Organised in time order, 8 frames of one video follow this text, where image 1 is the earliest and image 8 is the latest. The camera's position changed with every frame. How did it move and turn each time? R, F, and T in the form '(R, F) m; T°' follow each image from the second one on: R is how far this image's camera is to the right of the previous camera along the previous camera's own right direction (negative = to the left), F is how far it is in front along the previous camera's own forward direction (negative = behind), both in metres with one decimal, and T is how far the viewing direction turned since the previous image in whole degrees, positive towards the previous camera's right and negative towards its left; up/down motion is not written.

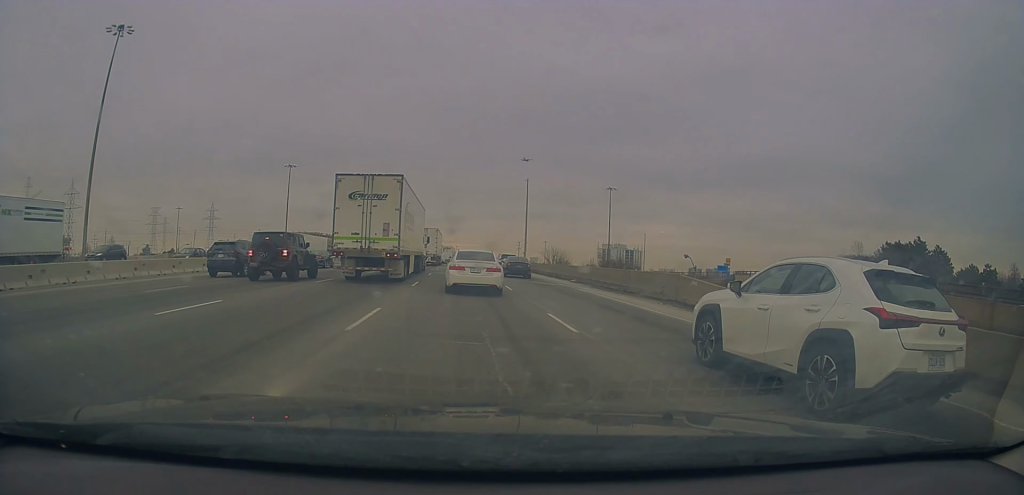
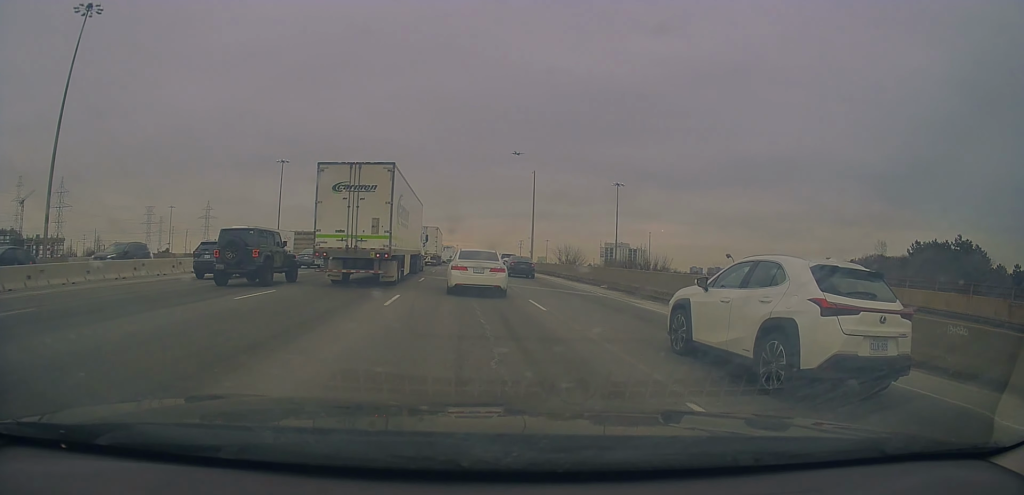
(-0.2, +6.9) m; -2°
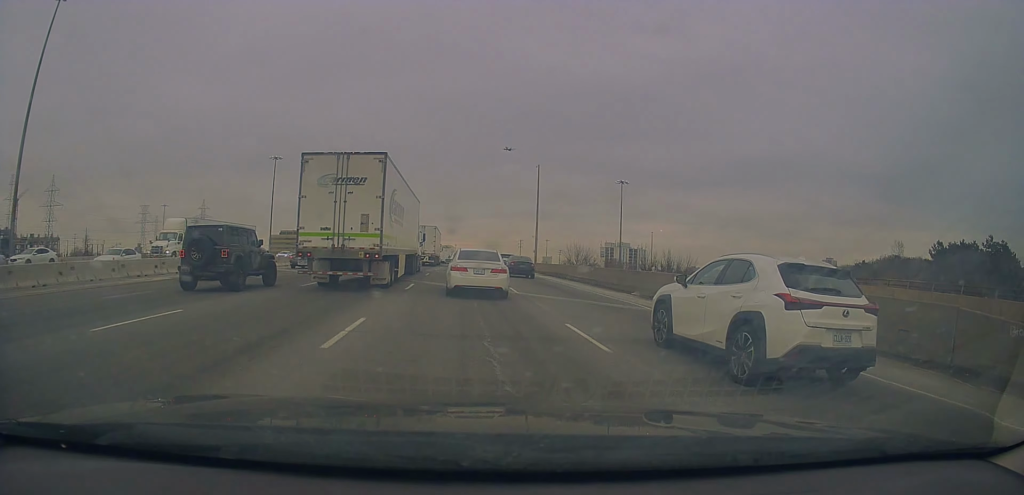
(-0.1, +5.0) m; -1°
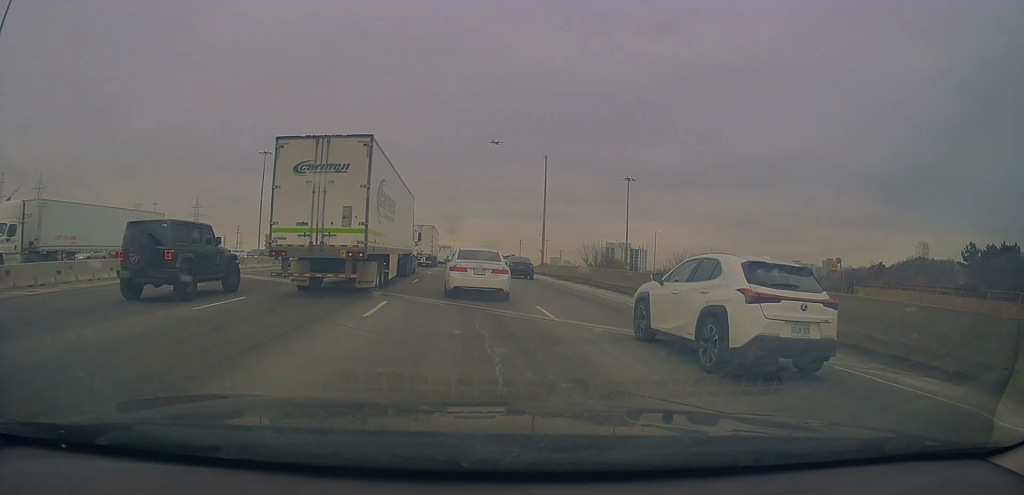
(-0.1, +7.0) m; +3°
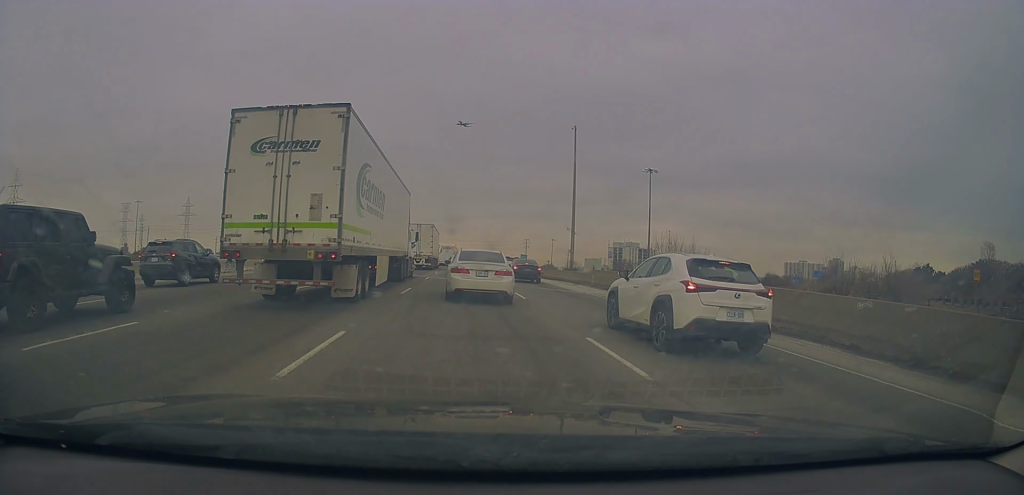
(+0.4, +17.9) m; 0°
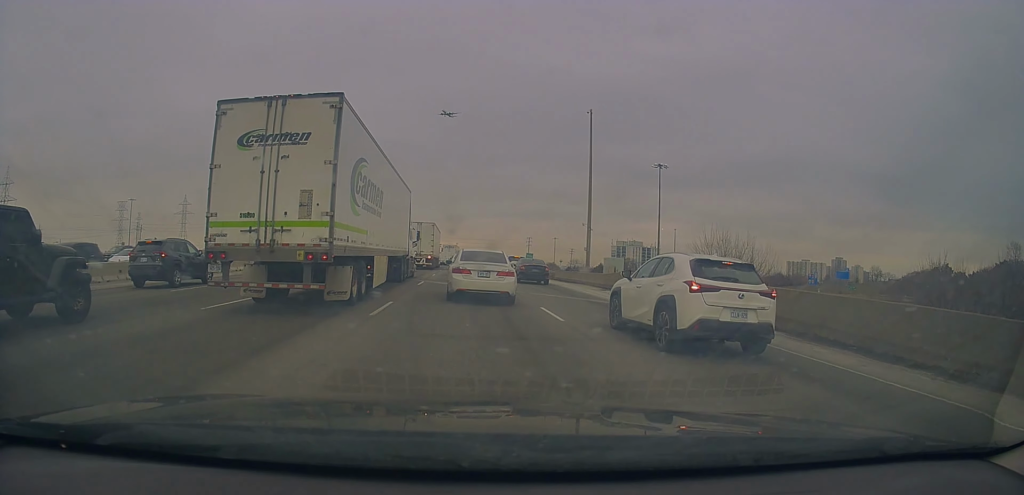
(0.0, +7.1) m; 0°
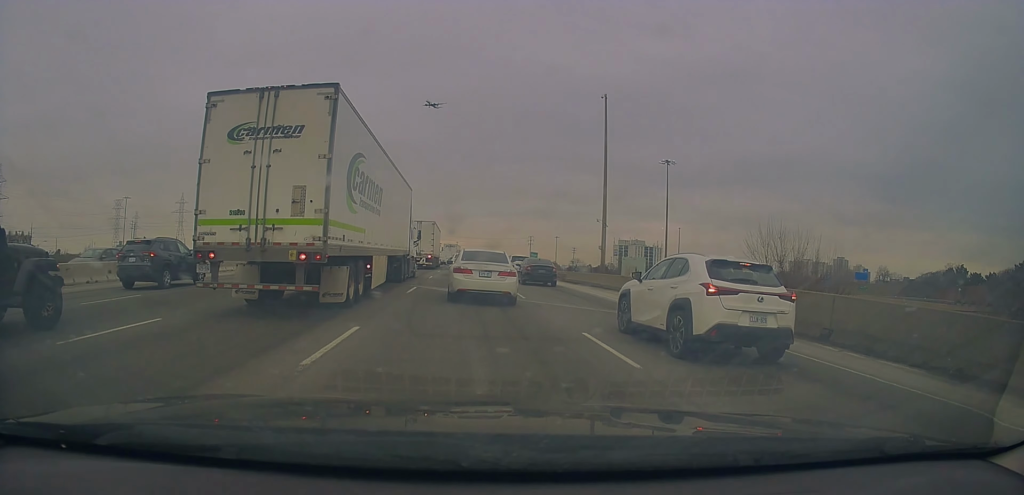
(+0.1, +5.5) m; 0°
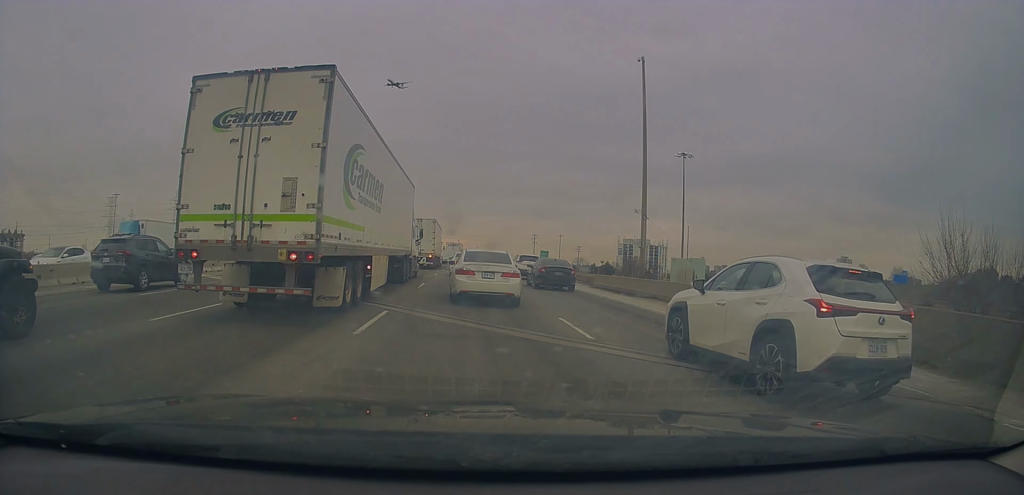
(-0.1, +11.6) m; -1°
